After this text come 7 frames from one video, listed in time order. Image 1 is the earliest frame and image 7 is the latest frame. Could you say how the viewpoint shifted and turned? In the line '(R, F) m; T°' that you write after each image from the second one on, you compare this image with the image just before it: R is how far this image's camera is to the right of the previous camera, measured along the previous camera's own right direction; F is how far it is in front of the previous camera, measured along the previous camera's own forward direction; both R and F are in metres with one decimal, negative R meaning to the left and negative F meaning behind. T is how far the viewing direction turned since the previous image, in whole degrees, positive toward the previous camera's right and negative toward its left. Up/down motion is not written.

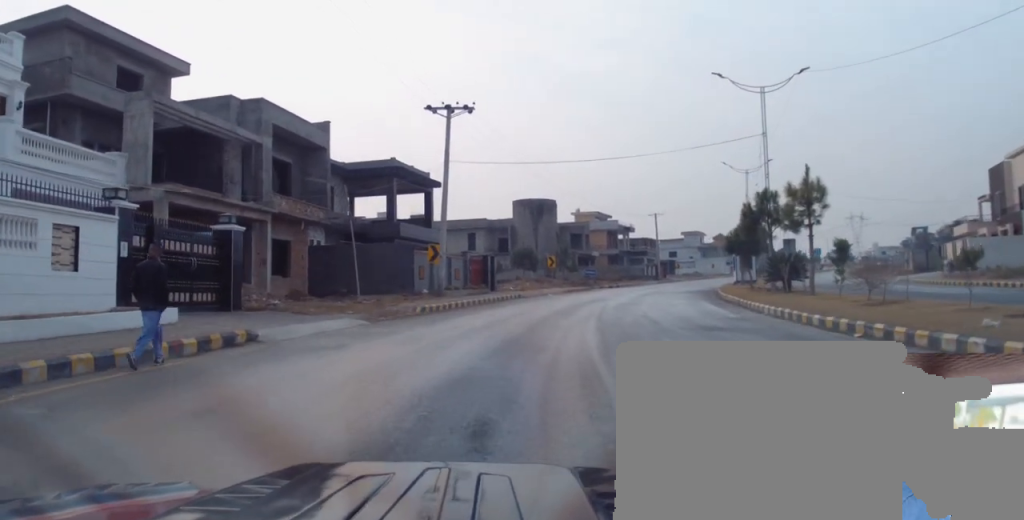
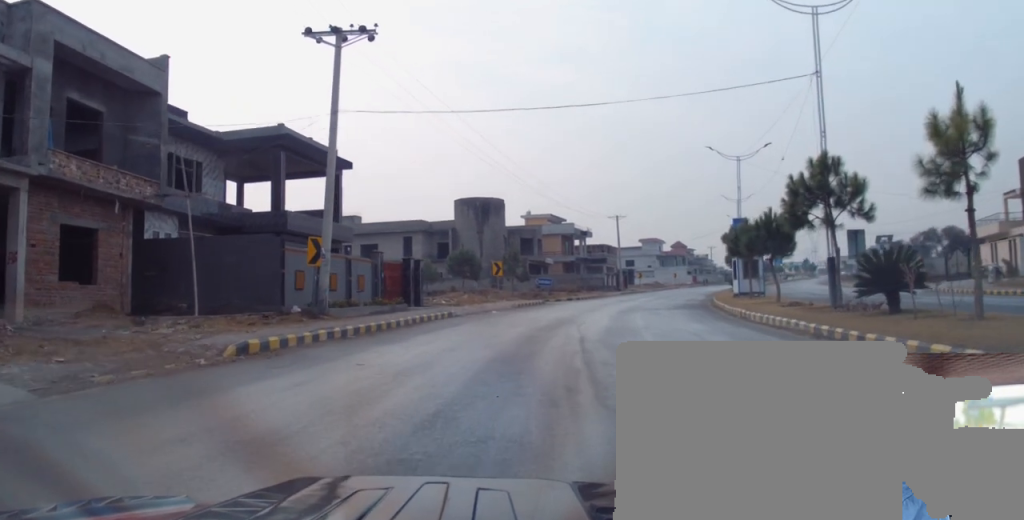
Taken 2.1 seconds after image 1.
(+0.5, +12.4) m; +2°
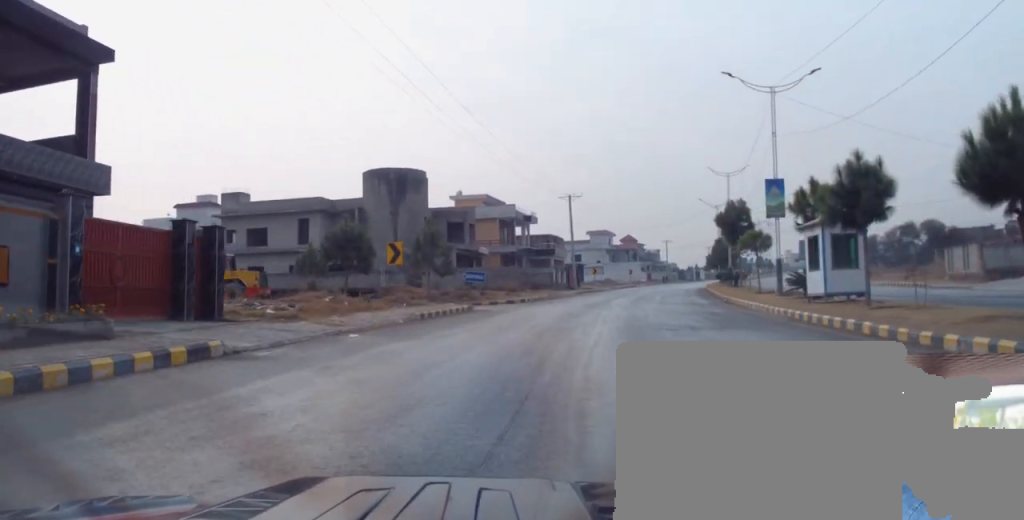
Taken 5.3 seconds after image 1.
(+0.5, +18.9) m; +5°
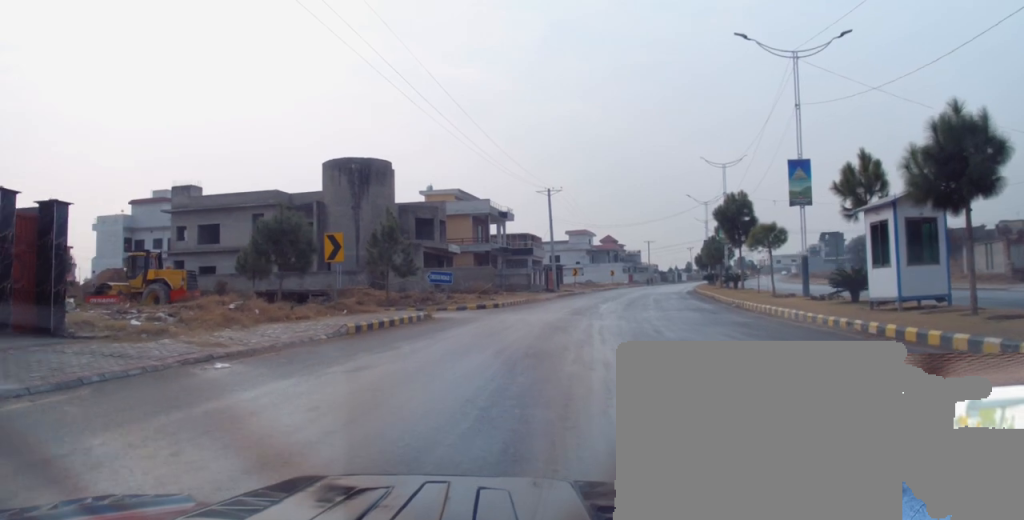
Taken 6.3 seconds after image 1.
(+0.1, +6.1) m; 0°
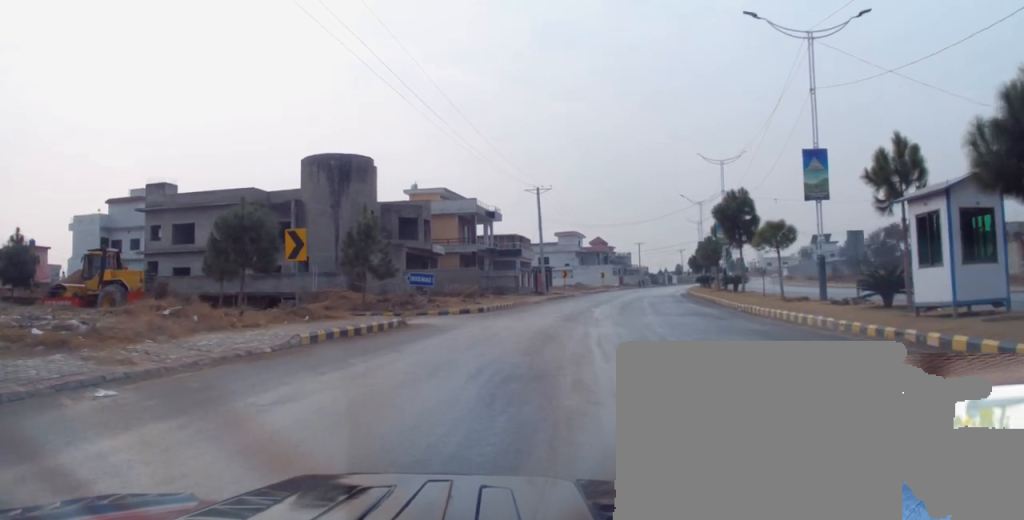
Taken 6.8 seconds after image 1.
(-0.4, +2.8) m; 0°
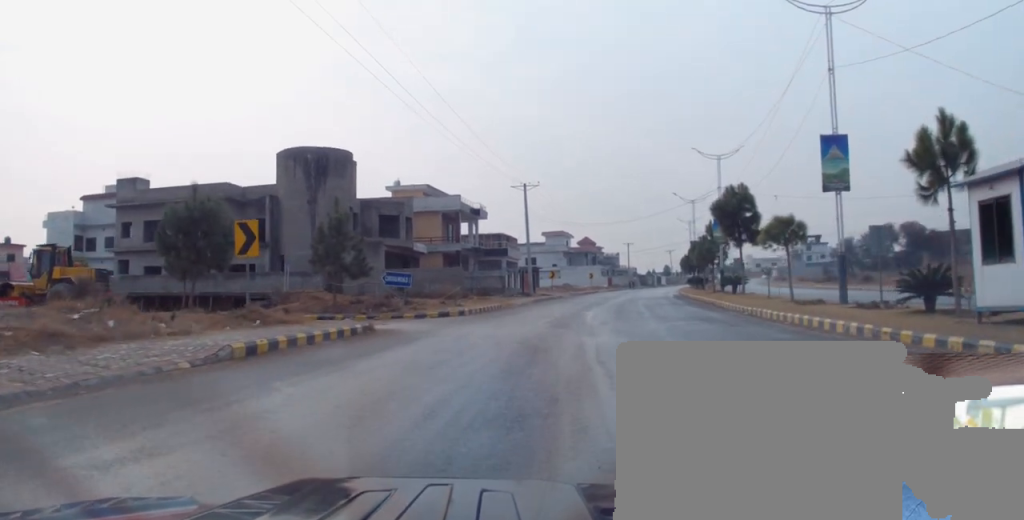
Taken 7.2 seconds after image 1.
(+0.2, +2.8) m; +2°
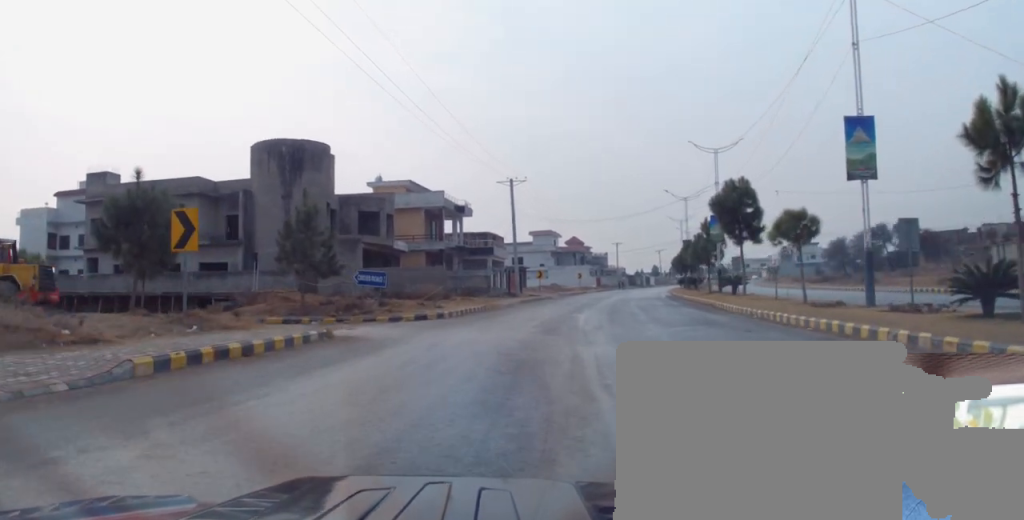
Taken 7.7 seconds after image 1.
(+0.3, +2.8) m; +2°
